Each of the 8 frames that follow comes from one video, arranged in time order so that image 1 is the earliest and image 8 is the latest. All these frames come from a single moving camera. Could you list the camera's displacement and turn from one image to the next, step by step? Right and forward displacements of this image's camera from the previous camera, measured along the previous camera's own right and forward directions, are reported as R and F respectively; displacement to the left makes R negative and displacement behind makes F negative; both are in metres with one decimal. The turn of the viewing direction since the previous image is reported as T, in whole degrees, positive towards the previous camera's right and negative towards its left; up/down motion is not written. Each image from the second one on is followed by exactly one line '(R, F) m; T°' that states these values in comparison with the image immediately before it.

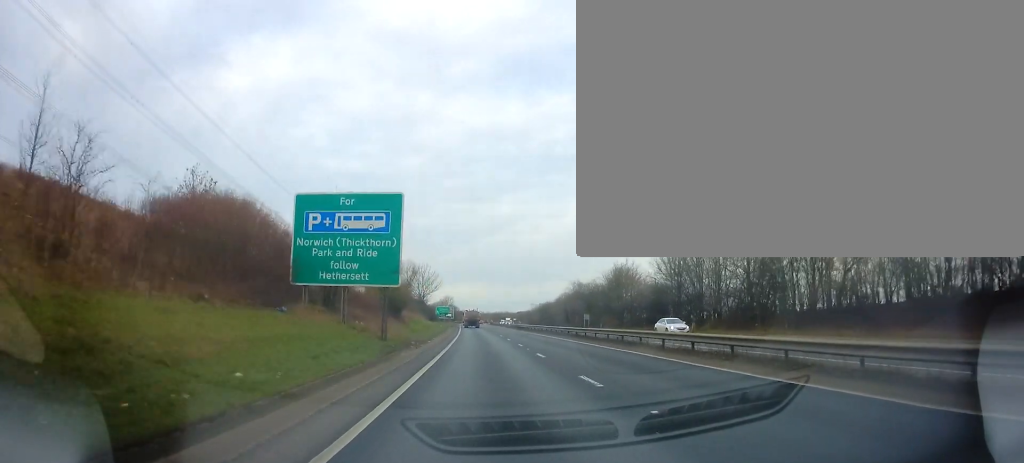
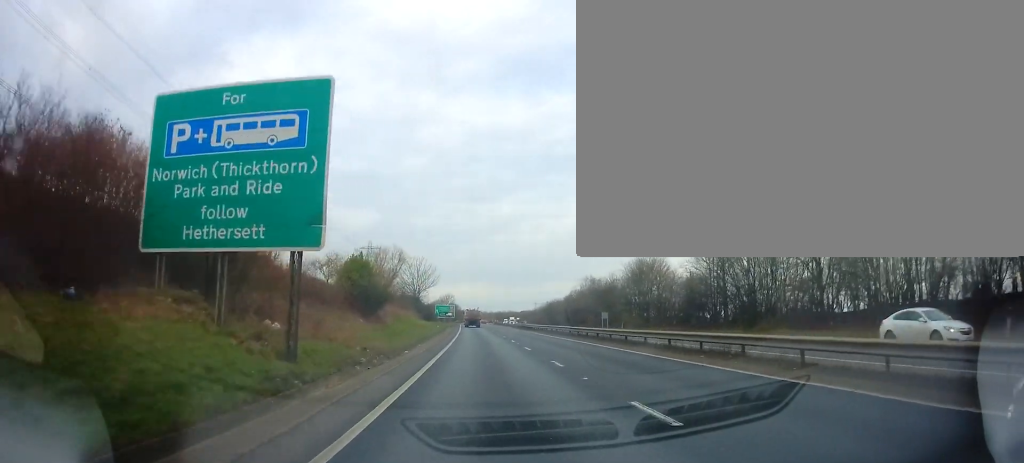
(0.0, +13.7) m; 0°
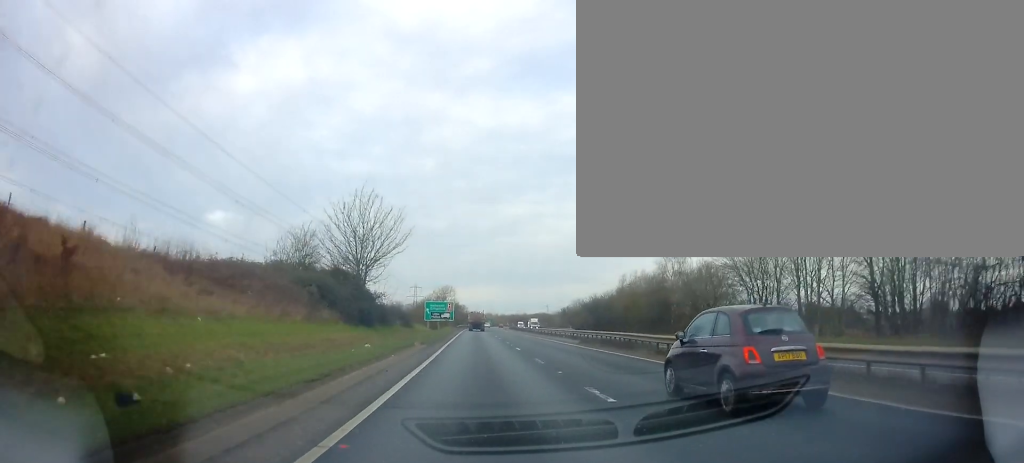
(-0.4, +52.3) m; -1°
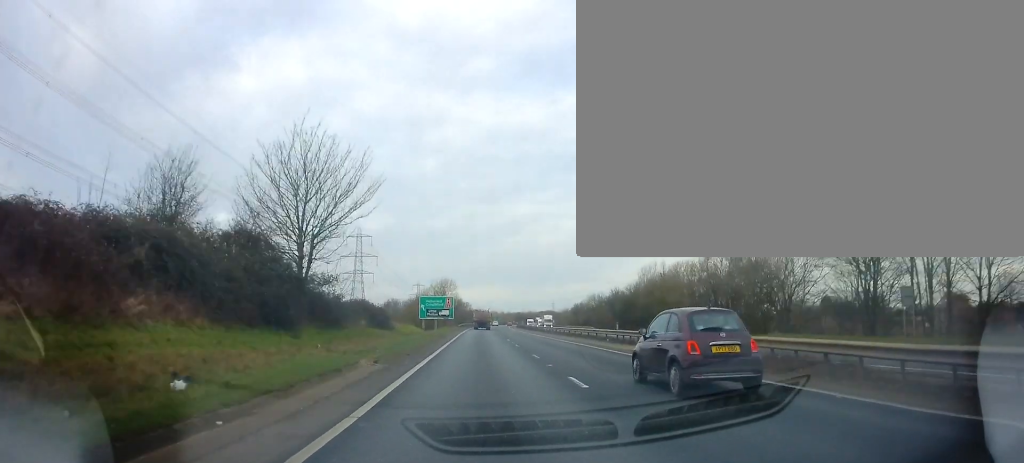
(+0.1, +16.3) m; 0°
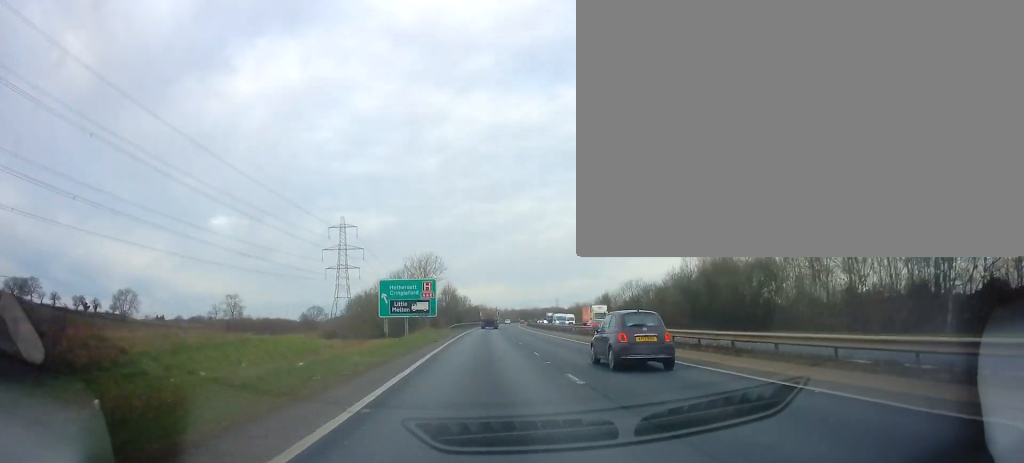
(-0.6, +35.7) m; -1°
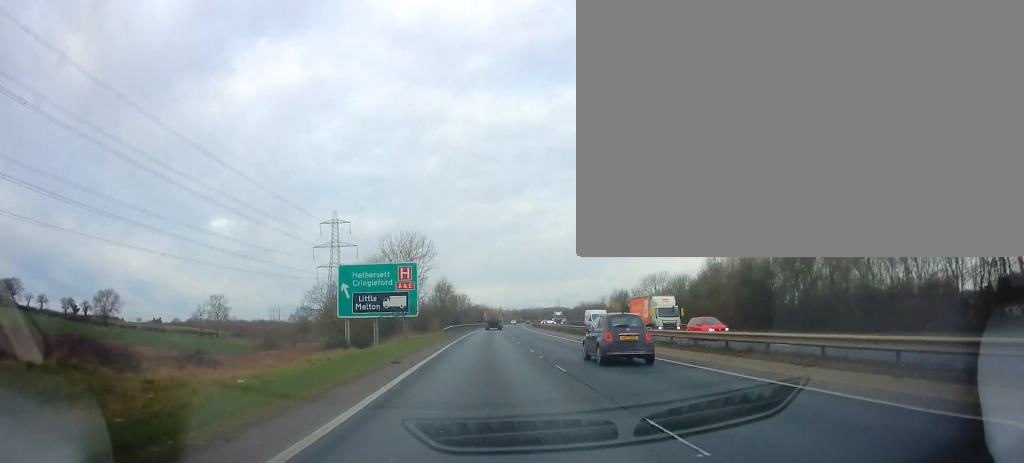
(-0.1, +15.2) m; 0°
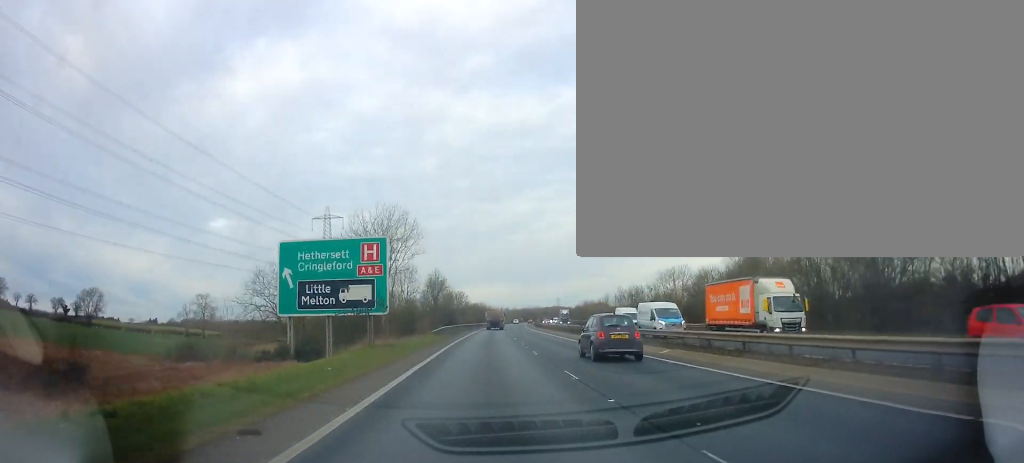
(+0.1, +10.8) m; +1°
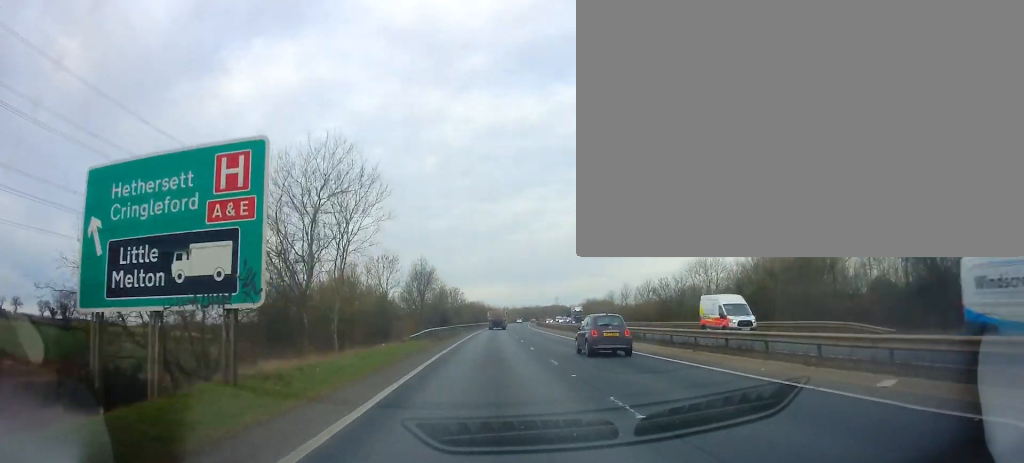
(0.0, +14.1) m; +1°
